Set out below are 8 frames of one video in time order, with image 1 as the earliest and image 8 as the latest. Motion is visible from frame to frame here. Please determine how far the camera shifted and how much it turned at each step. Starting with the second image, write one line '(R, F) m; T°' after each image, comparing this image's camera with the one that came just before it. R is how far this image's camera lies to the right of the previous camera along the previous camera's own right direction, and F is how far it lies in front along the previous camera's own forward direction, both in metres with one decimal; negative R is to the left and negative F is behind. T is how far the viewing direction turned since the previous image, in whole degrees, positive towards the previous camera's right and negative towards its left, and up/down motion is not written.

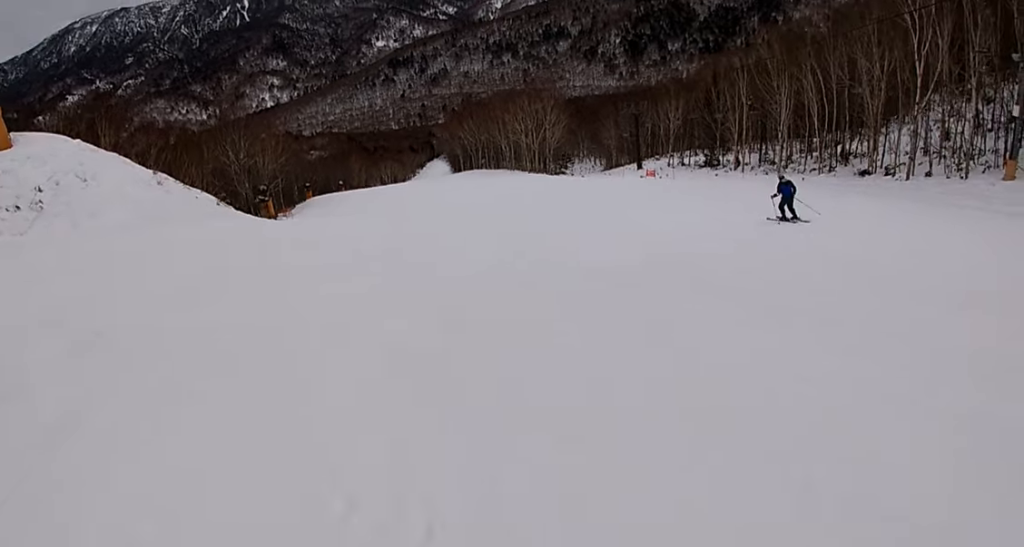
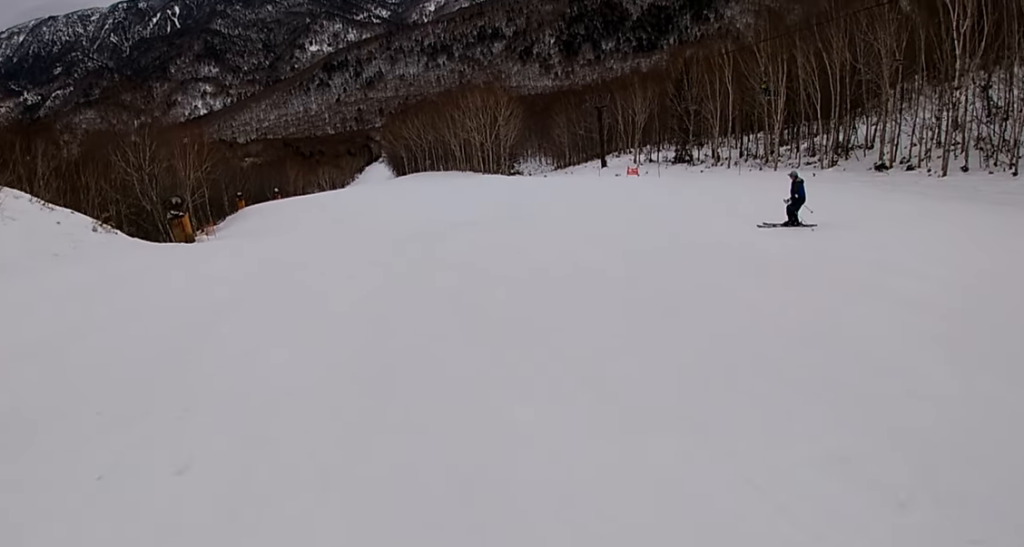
(0.0, +9.7) m; -2°
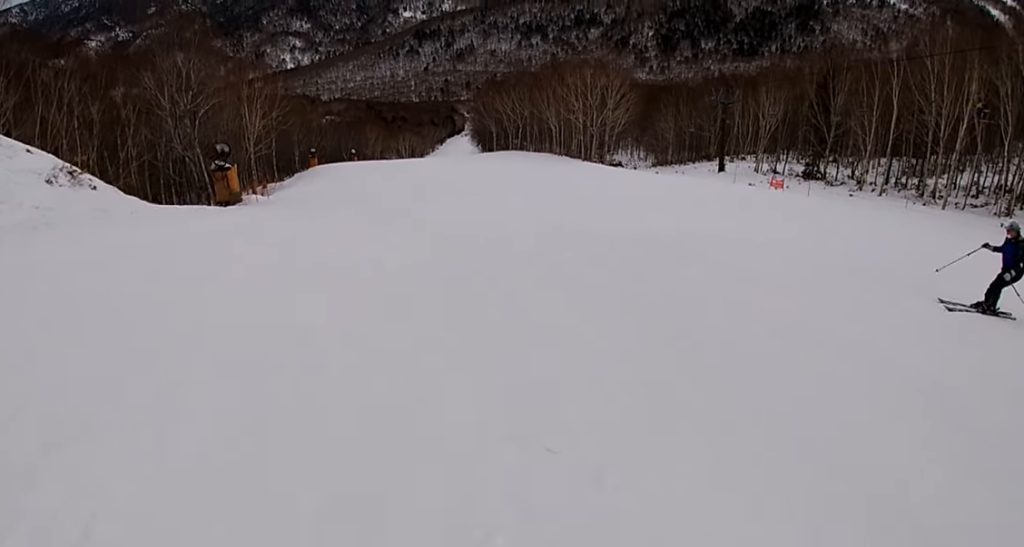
(-0.2, +9.2) m; 0°
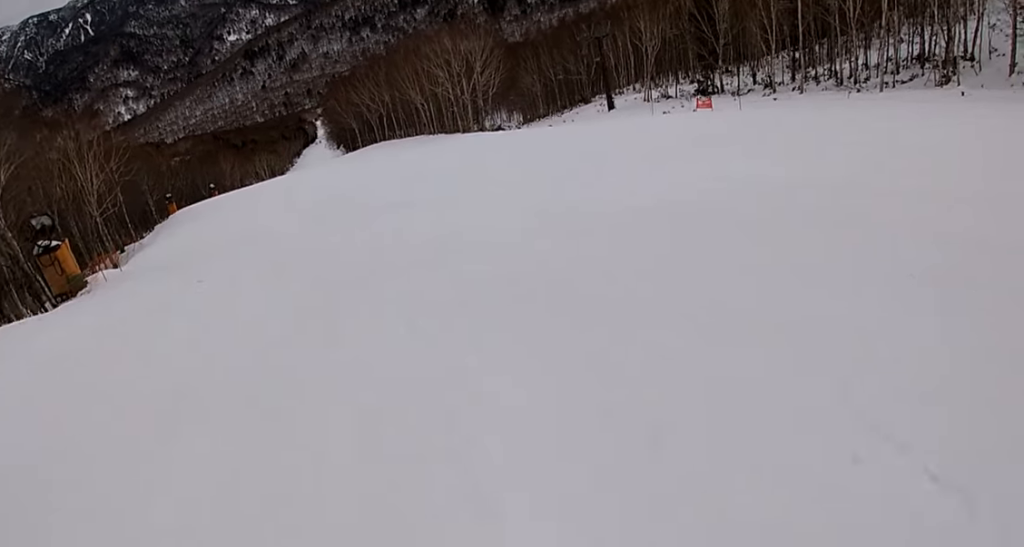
(+0.2, +8.3) m; +9°
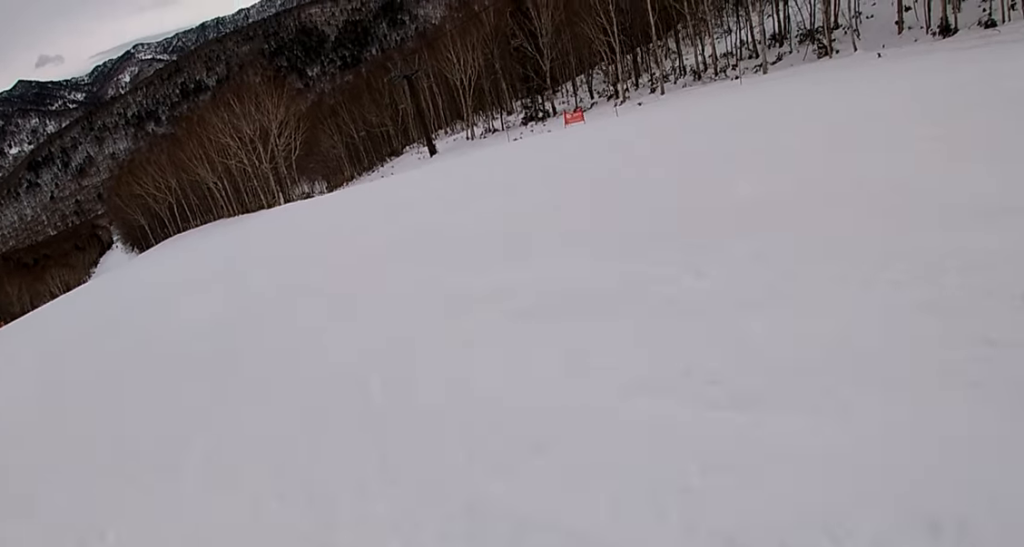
(+2.1, +11.4) m; +14°
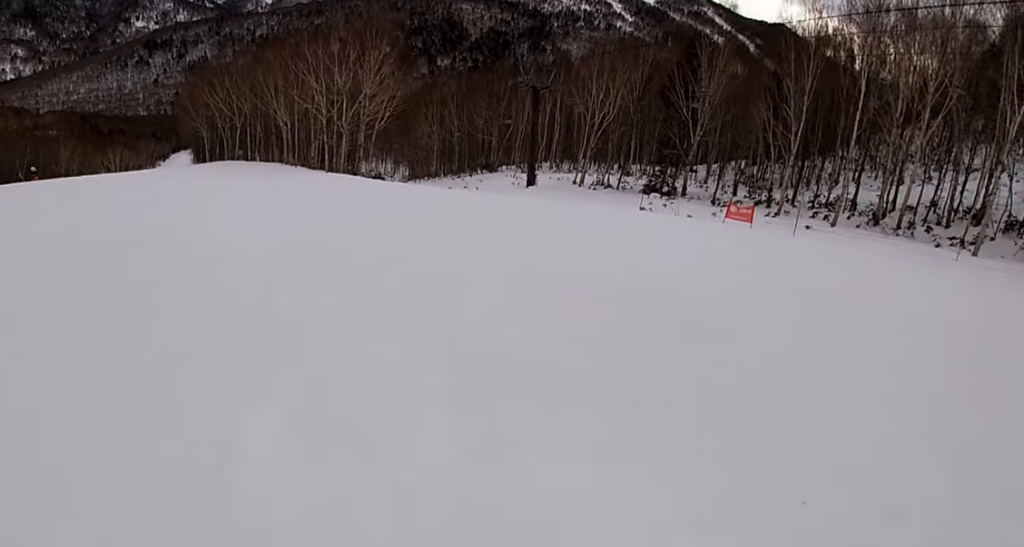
(+0.2, +10.0) m; +2°
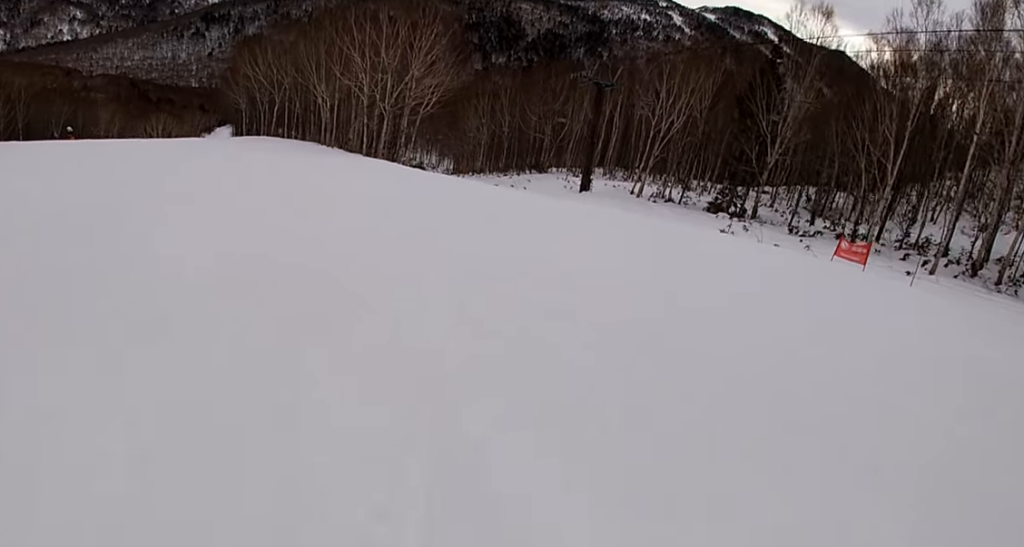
(-0.4, +4.4) m; 0°
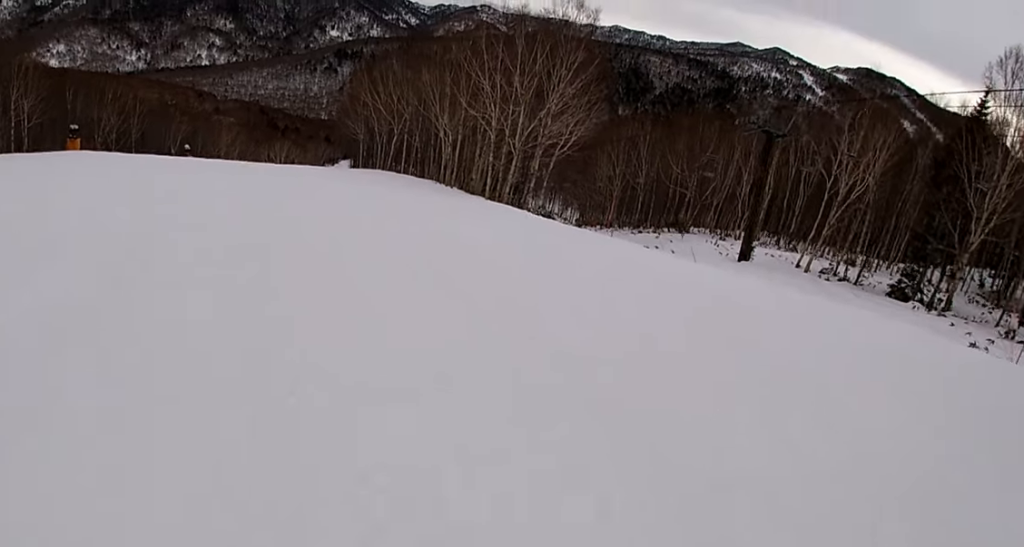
(+0.6, +7.1) m; -8°
